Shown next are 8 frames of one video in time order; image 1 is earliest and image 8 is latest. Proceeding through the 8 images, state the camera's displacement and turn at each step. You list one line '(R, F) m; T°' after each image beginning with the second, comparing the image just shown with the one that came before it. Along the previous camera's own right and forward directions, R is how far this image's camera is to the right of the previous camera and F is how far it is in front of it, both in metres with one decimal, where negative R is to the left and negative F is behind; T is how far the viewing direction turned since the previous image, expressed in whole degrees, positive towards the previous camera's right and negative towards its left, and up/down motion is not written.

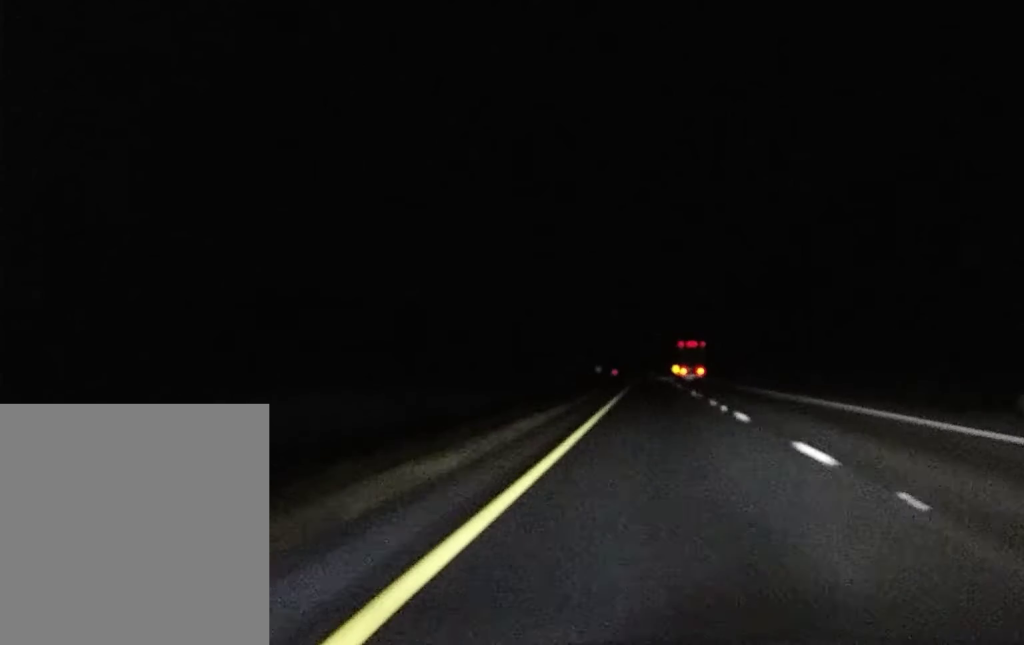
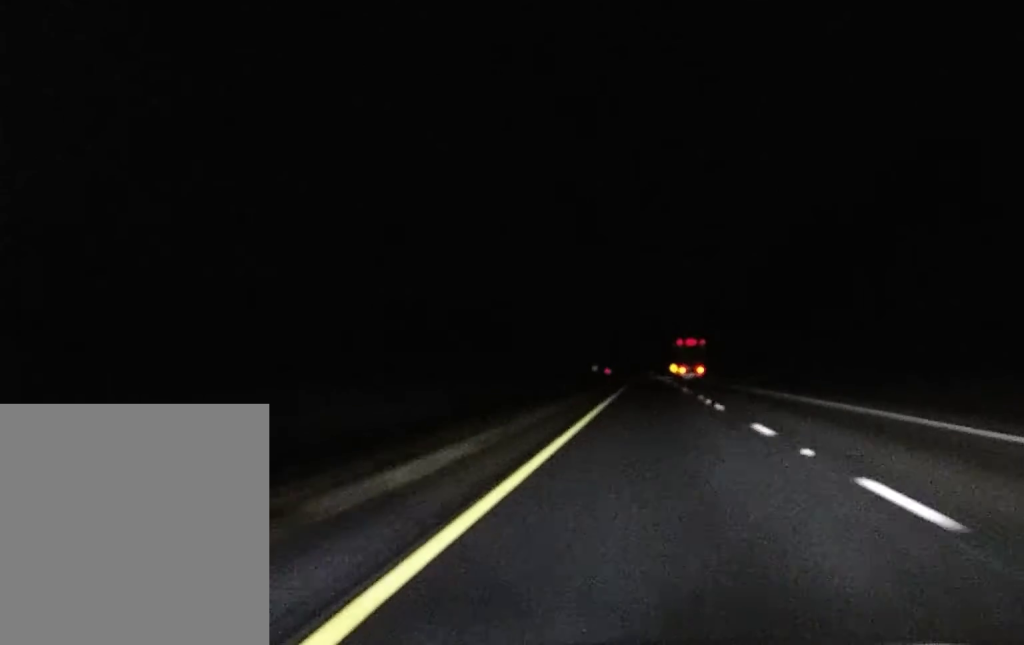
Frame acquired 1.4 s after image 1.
(-0.1, +43.2) m; 0°
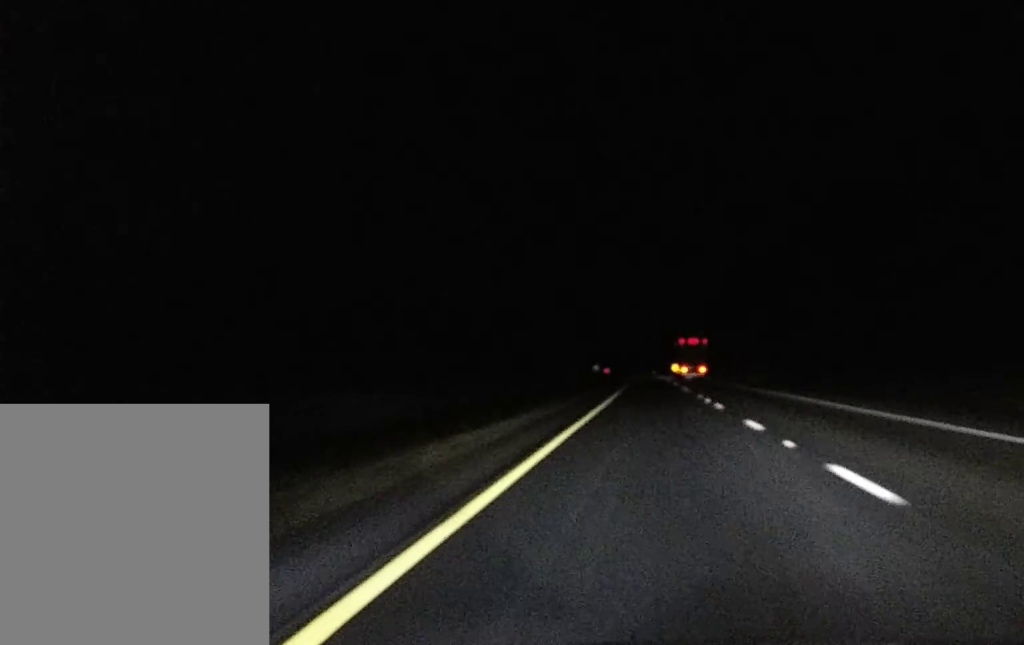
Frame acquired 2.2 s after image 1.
(-0.1, +23.5) m; 0°
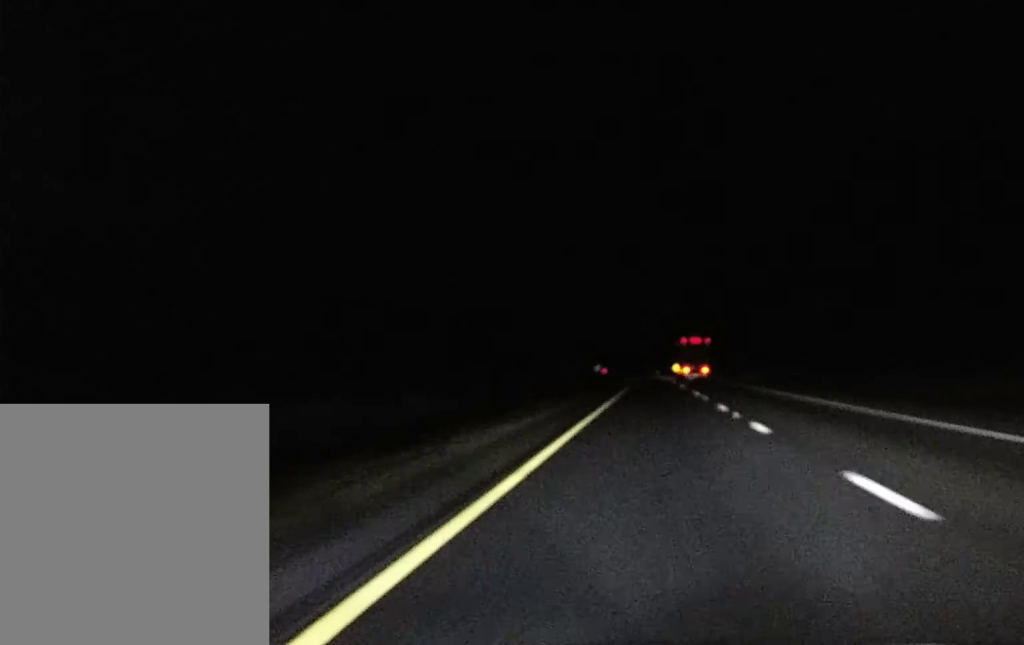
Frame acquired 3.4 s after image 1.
(+0.2, +26.2) m; +1°
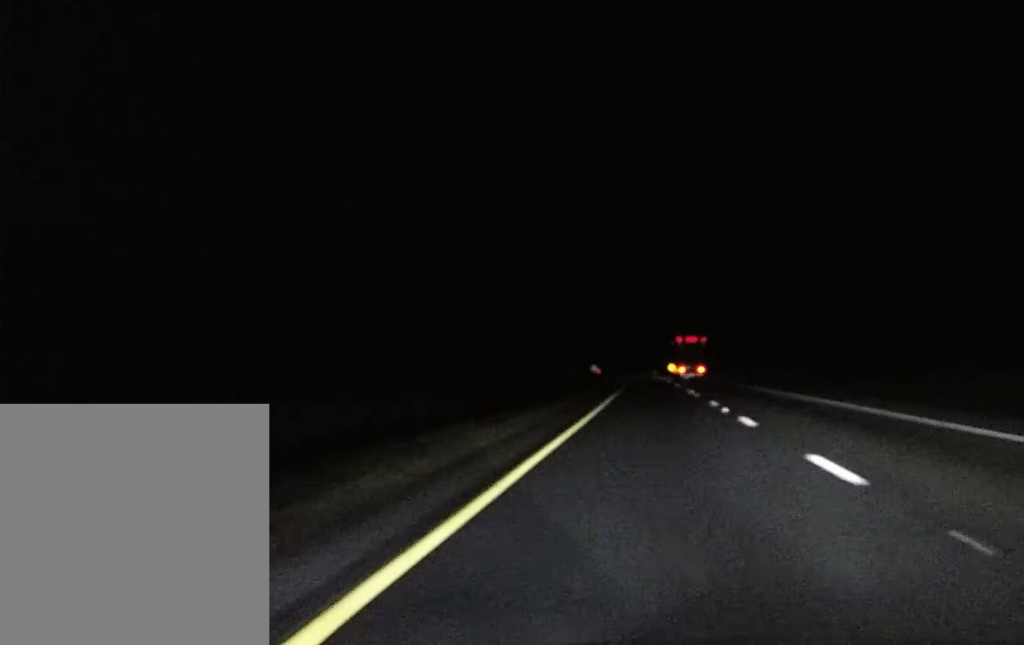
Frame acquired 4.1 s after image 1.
(+0.1, +16.5) m; +1°
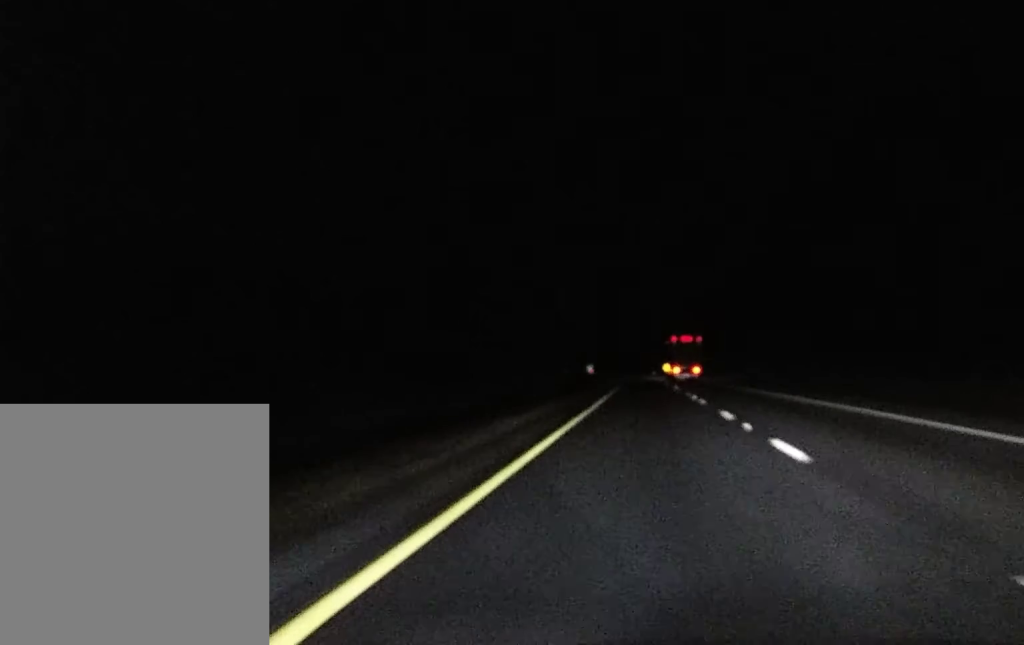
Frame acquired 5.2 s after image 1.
(+0.2, +30.9) m; 0°
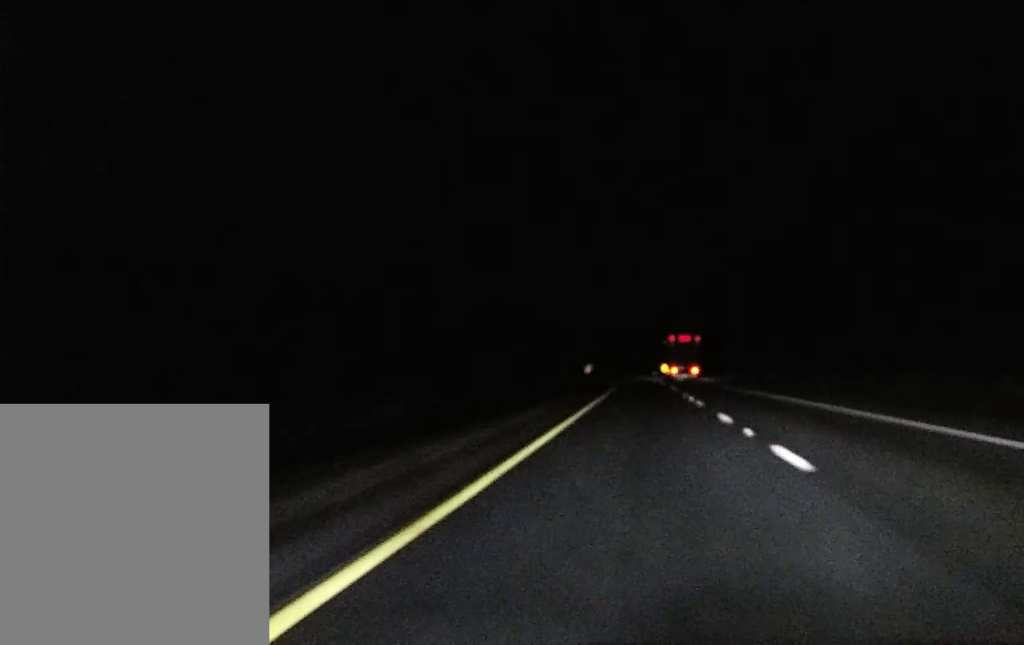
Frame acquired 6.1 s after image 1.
(-0.1, +31.3) m; 0°
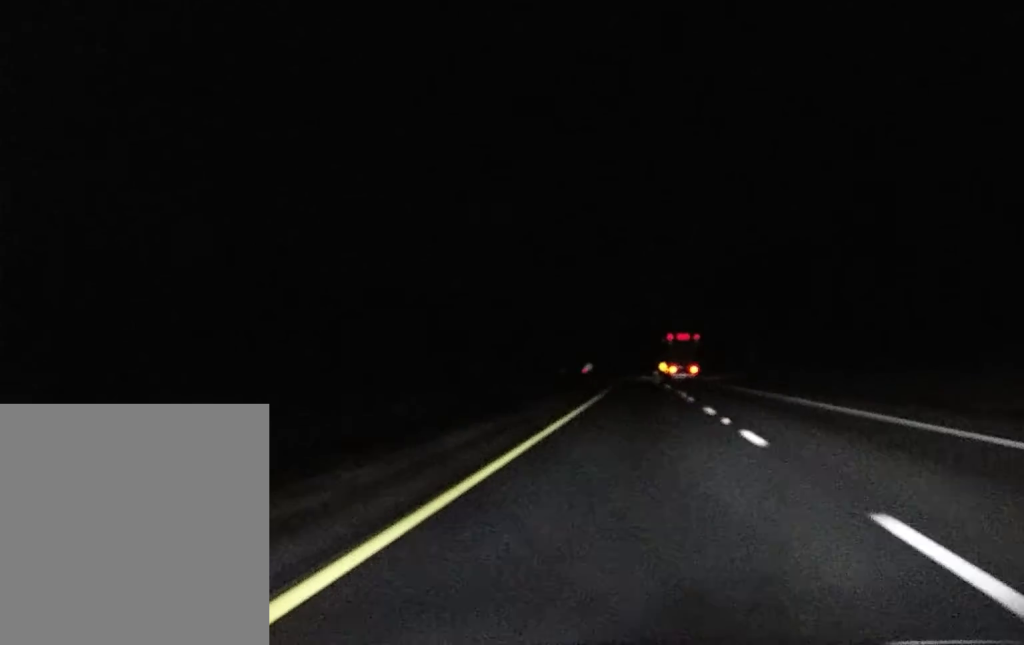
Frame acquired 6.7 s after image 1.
(0.0, +24.5) m; 0°
